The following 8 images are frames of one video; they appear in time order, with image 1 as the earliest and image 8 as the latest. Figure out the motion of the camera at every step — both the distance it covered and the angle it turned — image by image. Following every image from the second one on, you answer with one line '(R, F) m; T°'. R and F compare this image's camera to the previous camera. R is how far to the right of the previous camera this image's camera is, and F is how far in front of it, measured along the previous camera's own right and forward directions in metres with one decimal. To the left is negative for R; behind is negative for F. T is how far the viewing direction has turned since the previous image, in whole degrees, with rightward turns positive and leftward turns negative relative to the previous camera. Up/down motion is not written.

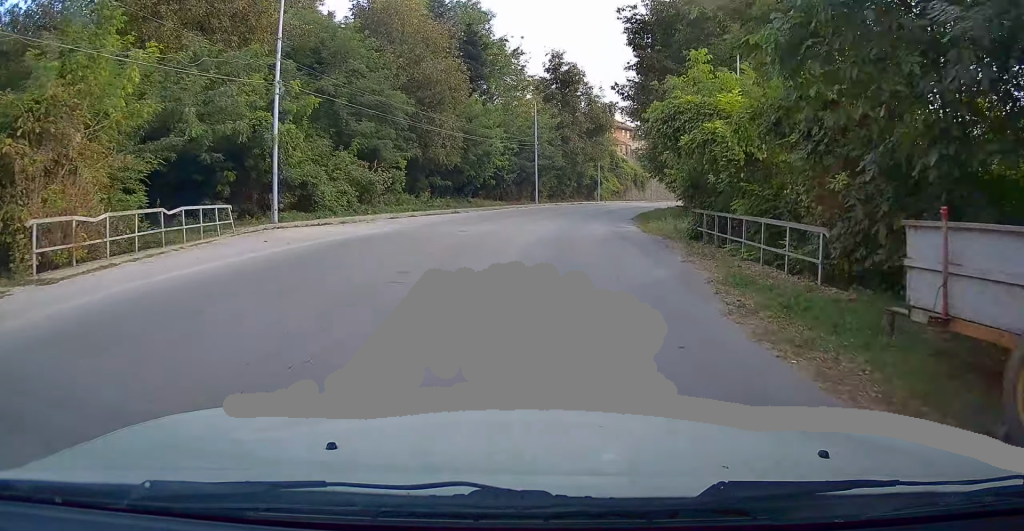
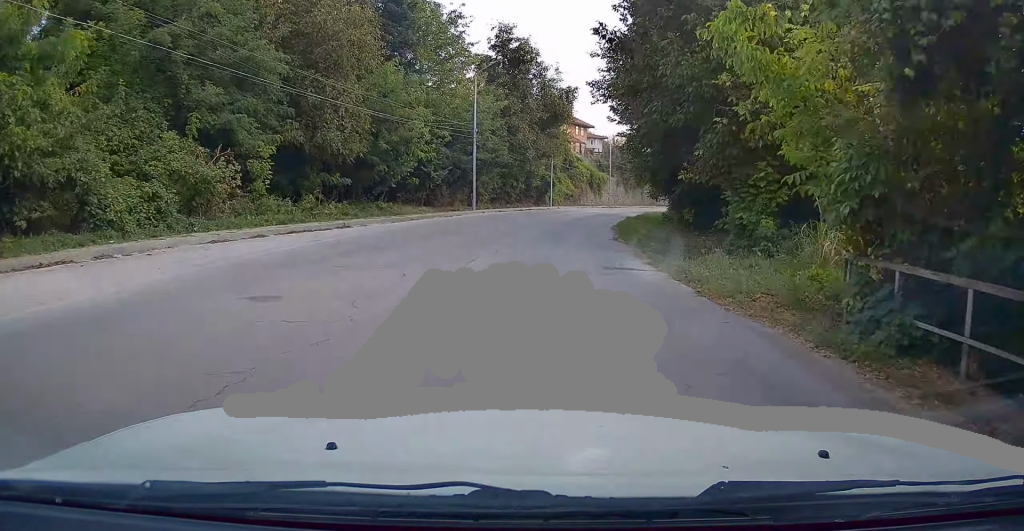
(+0.4, +11.6) m; +3°
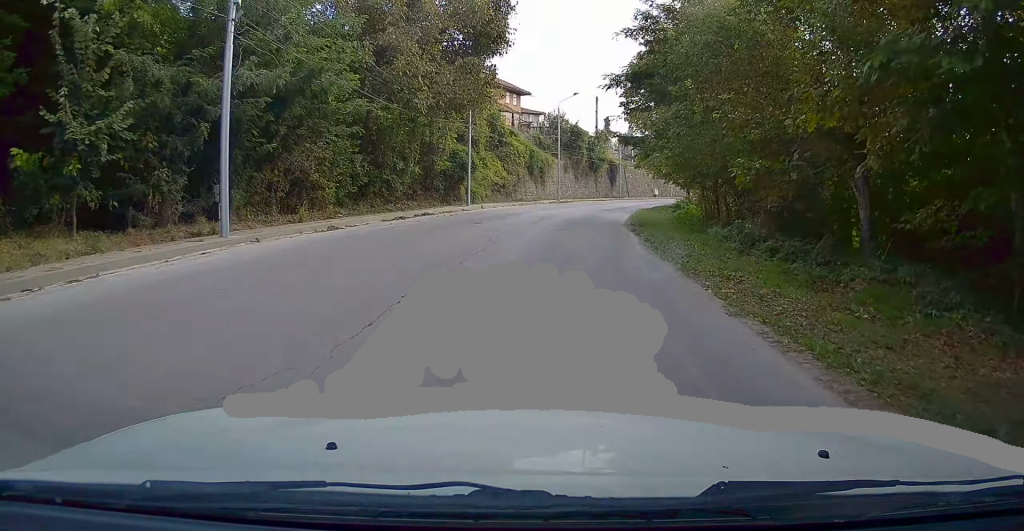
(+2.0, +25.8) m; +8°
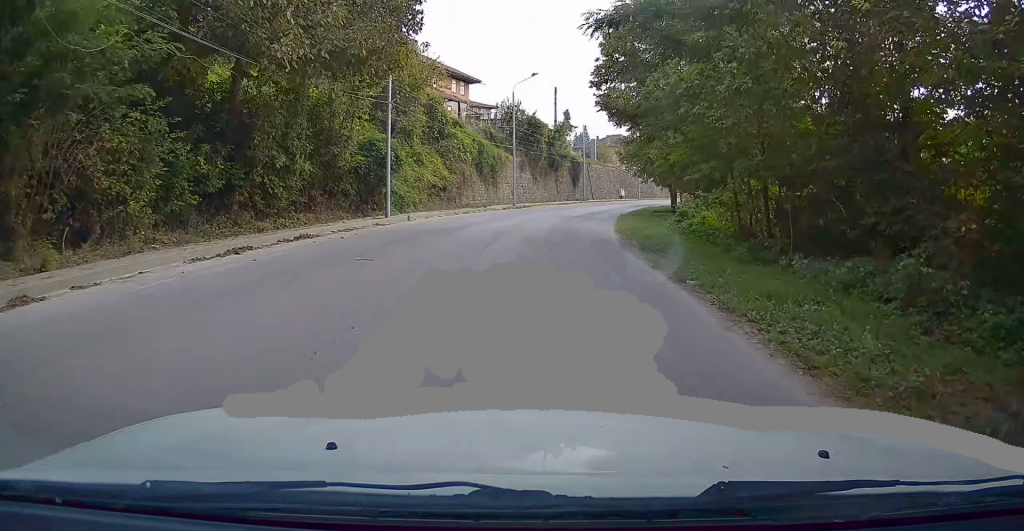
(+0.1, +10.2) m; +3°
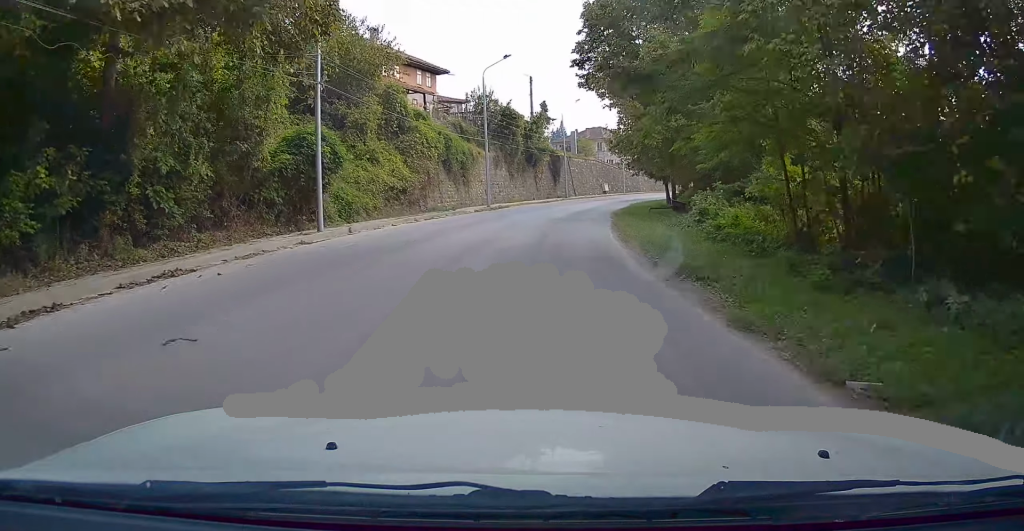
(+0.2, +5.5) m; +2°
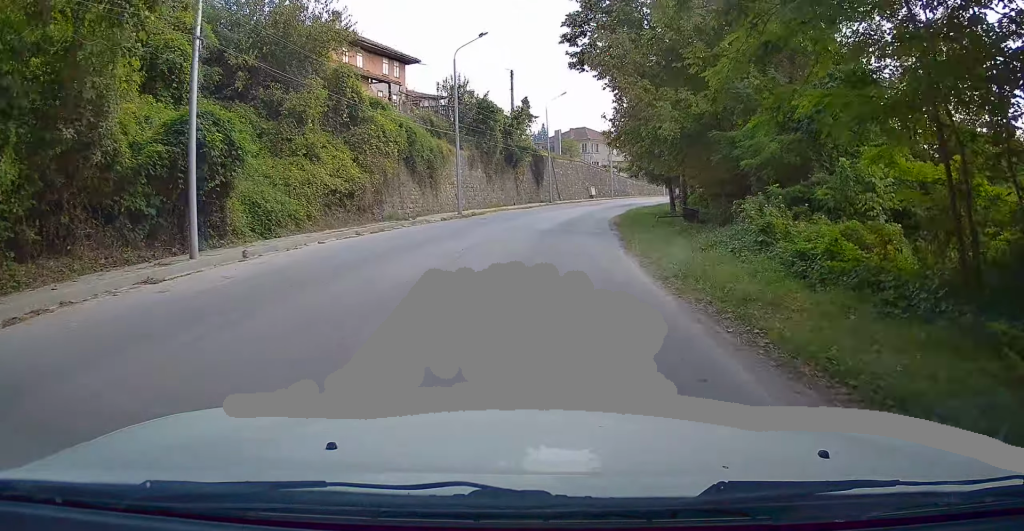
(0.0, +6.3) m; +3°
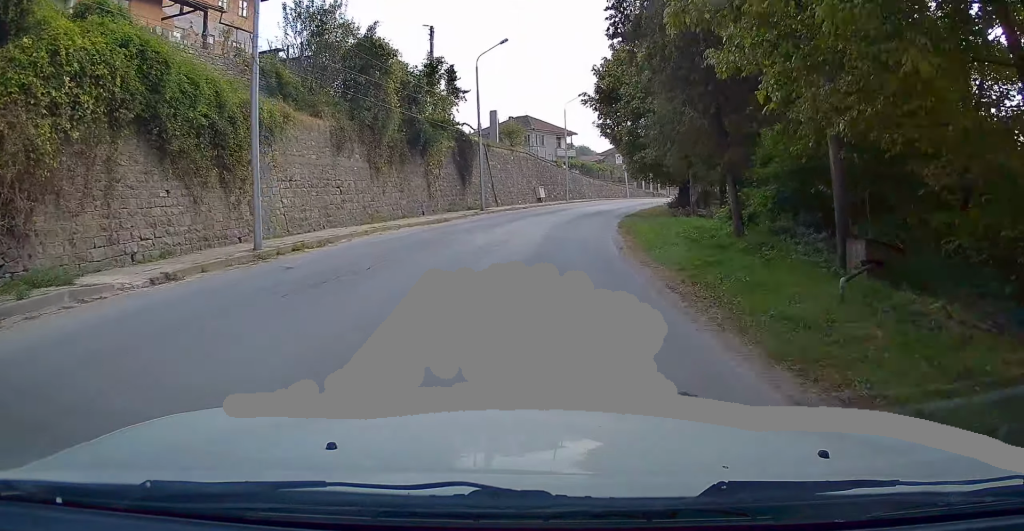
(+1.1, +18.9) m; +6°
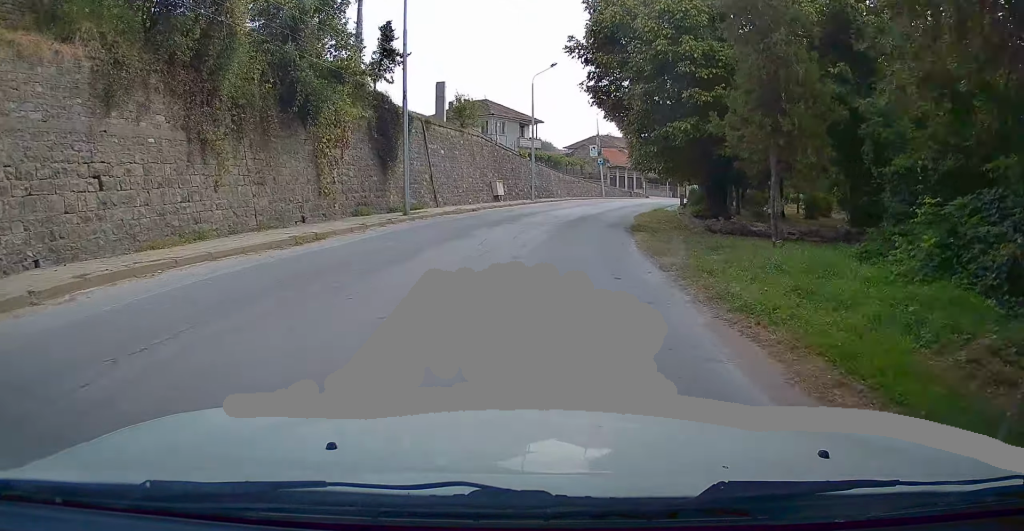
(+0.4, +12.3) m; +3°
